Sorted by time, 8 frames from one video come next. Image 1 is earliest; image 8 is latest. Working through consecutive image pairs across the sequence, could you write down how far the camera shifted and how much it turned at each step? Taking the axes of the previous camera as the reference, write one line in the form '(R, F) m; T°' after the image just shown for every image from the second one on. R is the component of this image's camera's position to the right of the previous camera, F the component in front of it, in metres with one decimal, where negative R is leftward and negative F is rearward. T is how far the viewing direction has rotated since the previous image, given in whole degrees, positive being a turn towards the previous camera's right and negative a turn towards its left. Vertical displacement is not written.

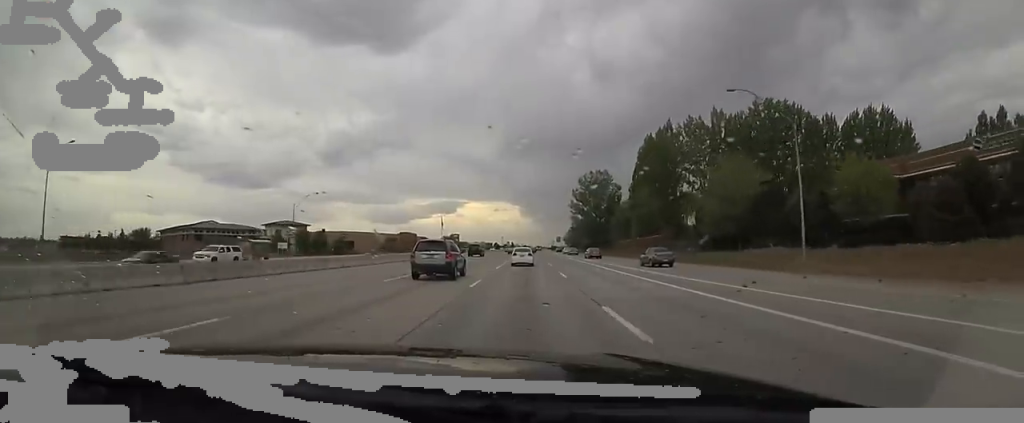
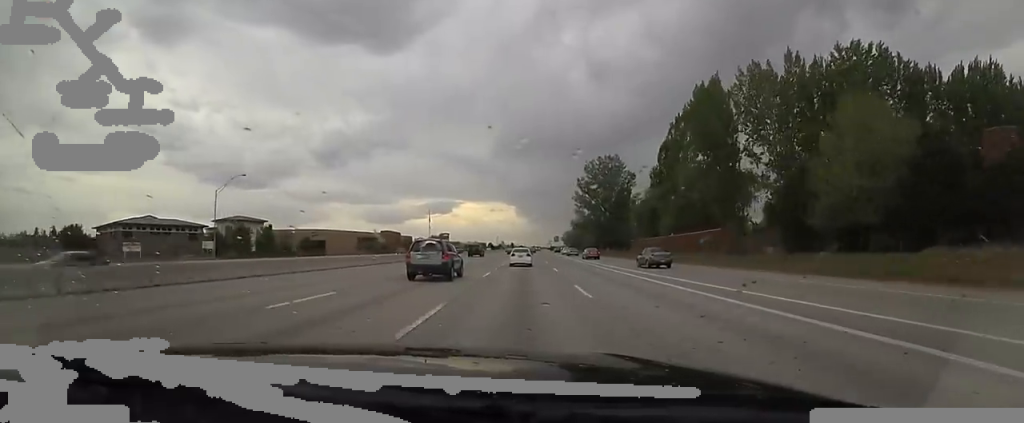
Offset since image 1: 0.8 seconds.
(+0.5, +24.9) m; 0°
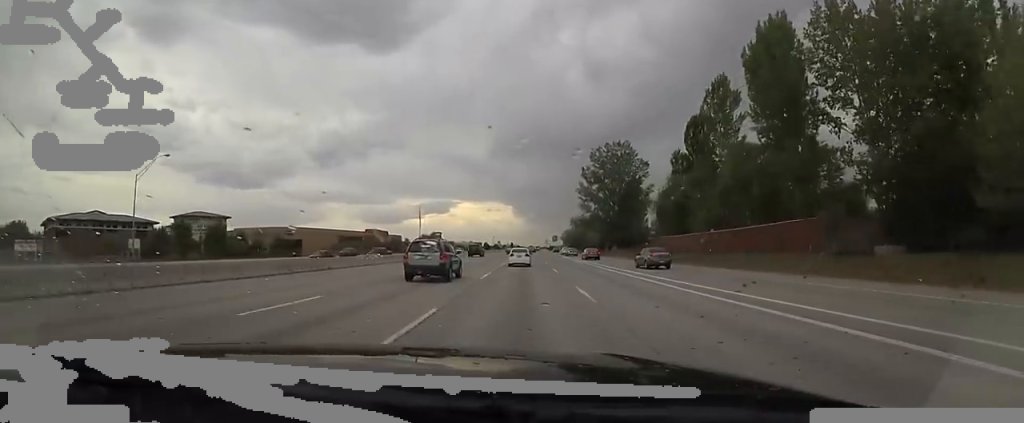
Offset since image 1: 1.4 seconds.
(+0.6, +15.7) m; 0°
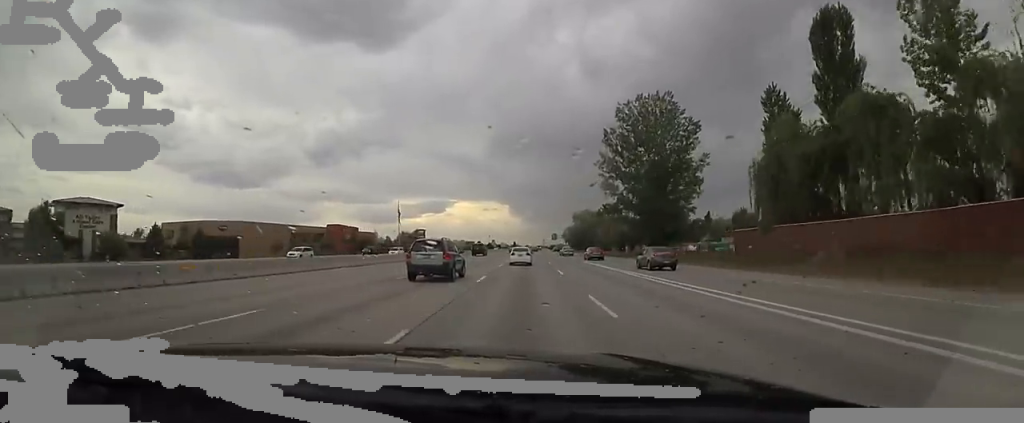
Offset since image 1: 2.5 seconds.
(-1.0, +33.1) m; +1°
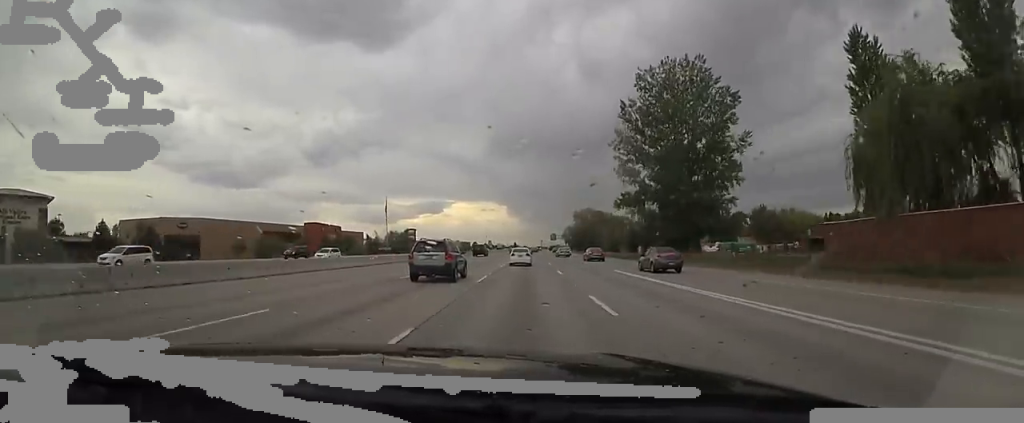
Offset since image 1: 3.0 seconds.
(+0.8, +14.4) m; +1°
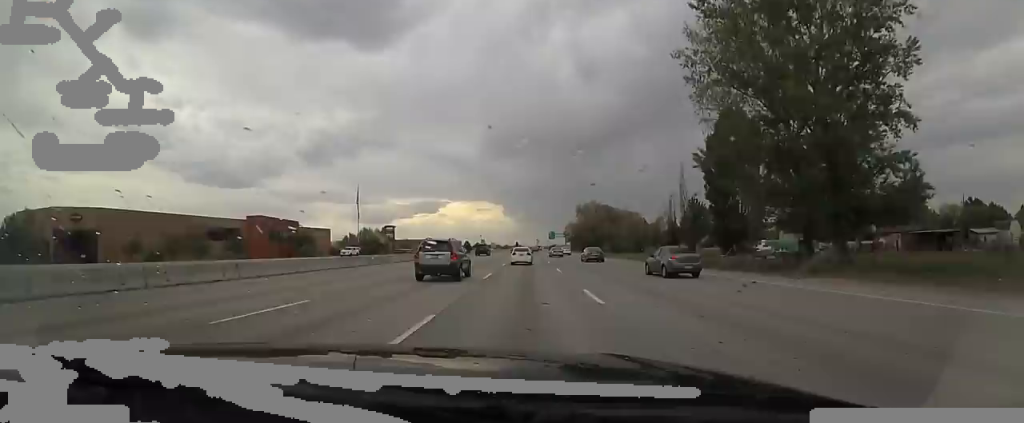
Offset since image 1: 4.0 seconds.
(-0.1, +28.1) m; -1°
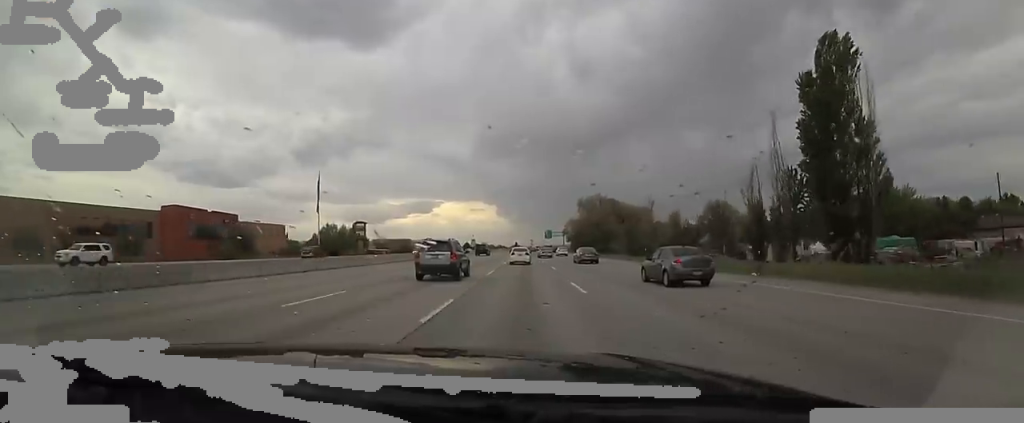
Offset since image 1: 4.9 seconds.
(-0.3, +27.5) m; 0°
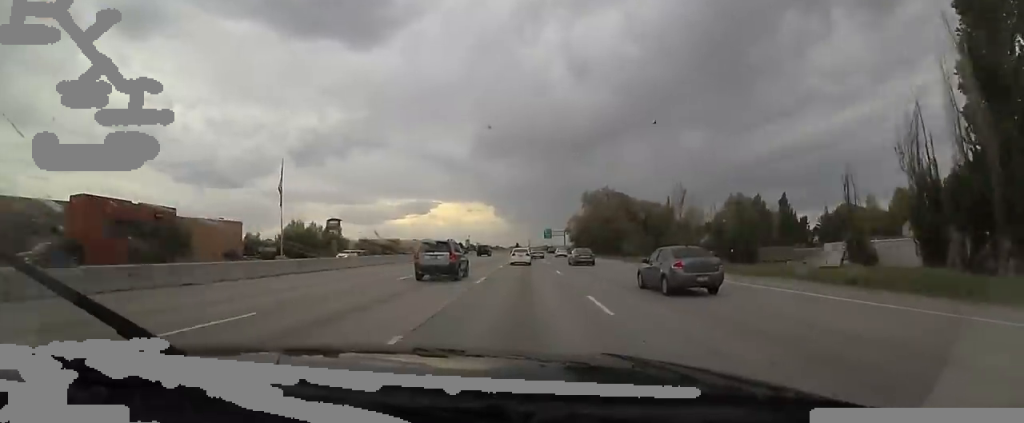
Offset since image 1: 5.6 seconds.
(+0.1, +20.8) m; +1°
